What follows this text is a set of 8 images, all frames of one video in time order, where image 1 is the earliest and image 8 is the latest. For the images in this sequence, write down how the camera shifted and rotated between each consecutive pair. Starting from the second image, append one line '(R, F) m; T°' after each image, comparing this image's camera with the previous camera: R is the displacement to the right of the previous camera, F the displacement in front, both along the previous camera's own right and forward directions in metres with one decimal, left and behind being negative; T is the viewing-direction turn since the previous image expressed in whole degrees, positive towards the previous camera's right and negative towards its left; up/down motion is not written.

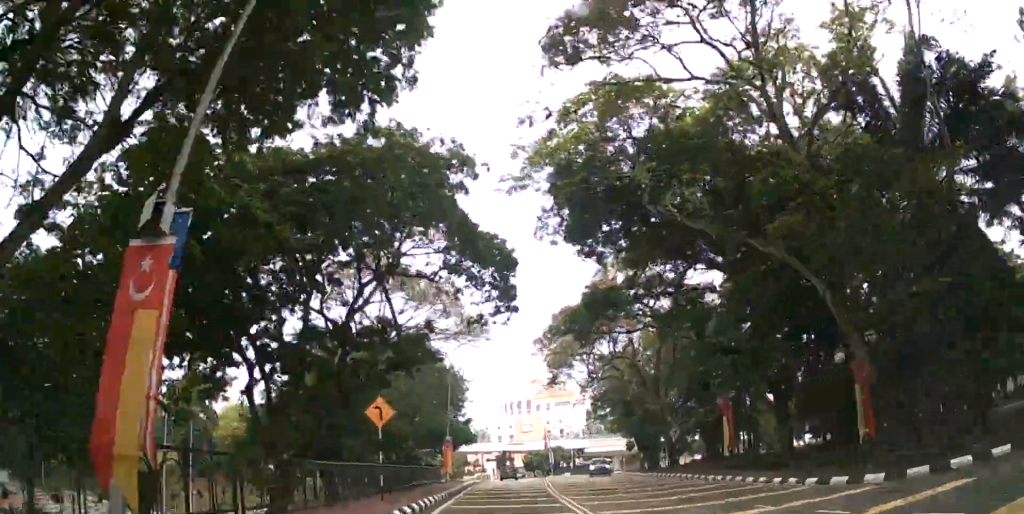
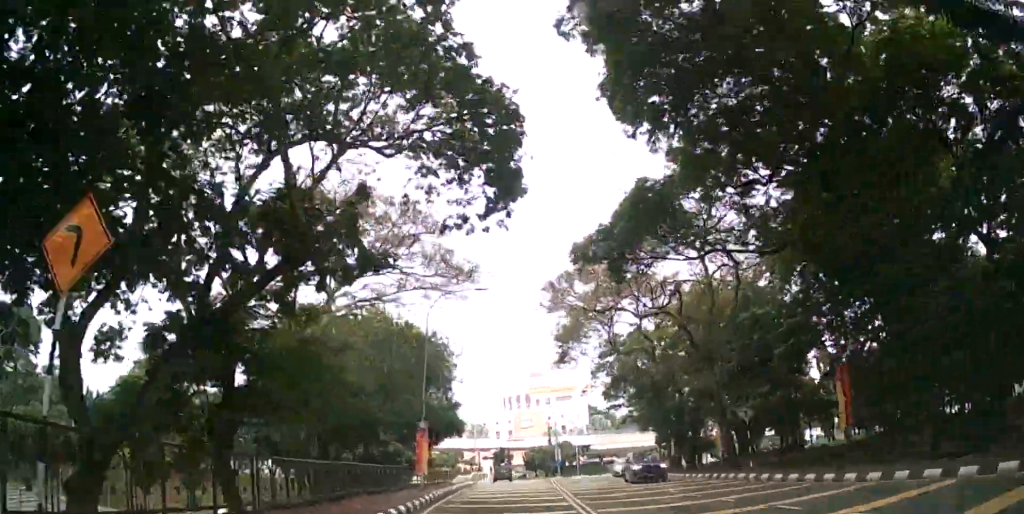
(0.0, +10.0) m; 0°
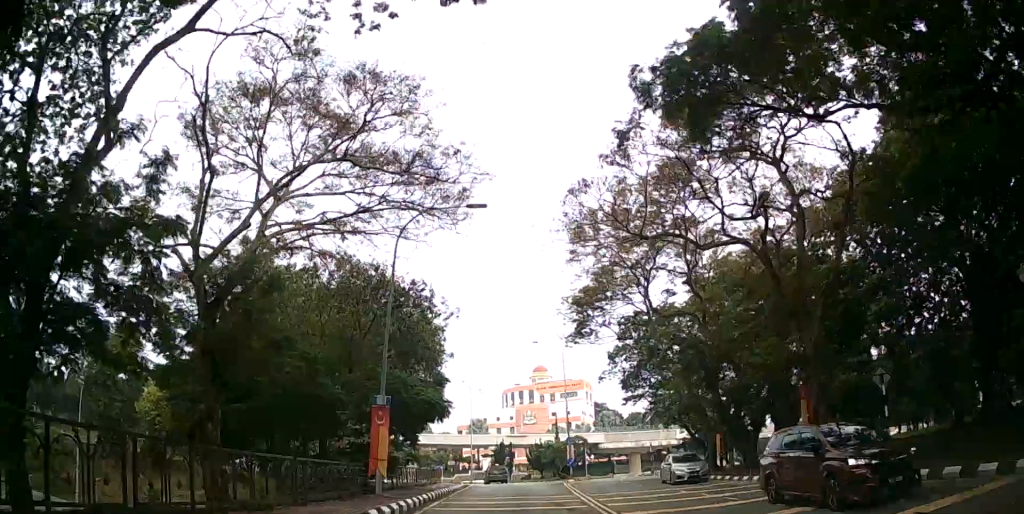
(0.0, +8.7) m; -1°
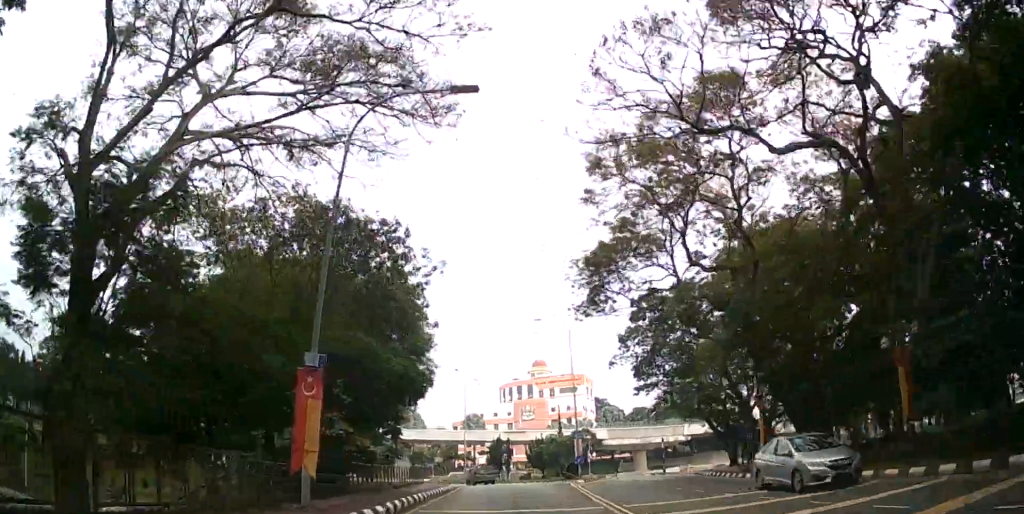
(-0.1, +6.7) m; 0°
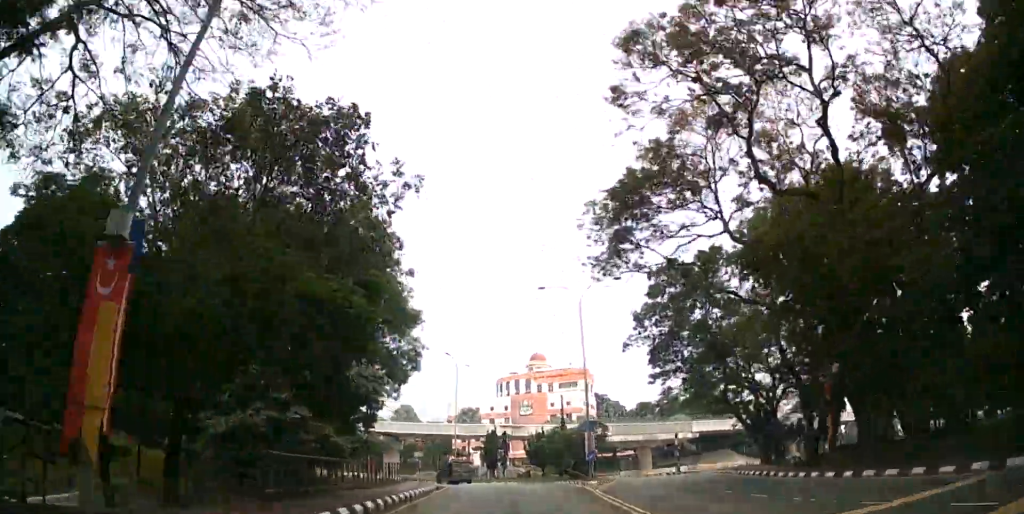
(-0.1, +7.2) m; 0°
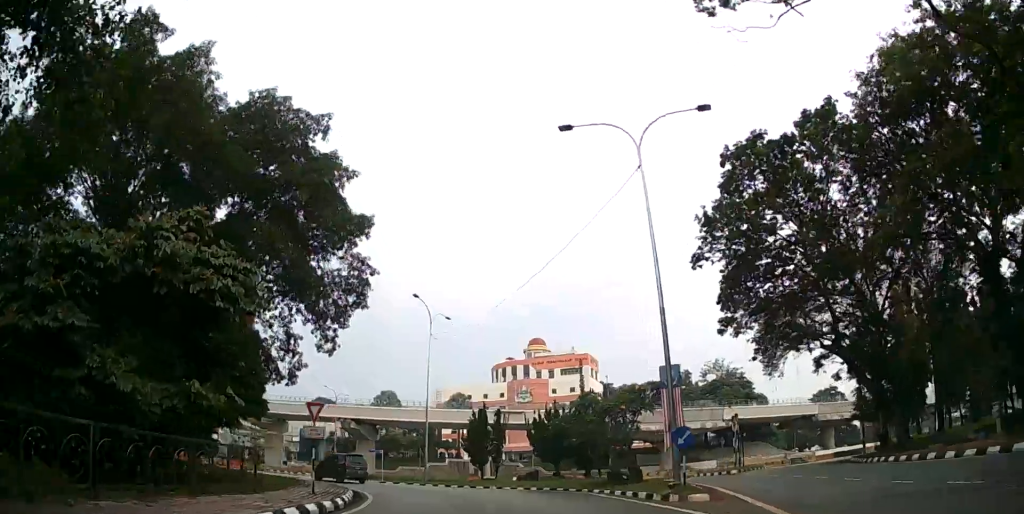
(+0.2, +17.3) m; +1°
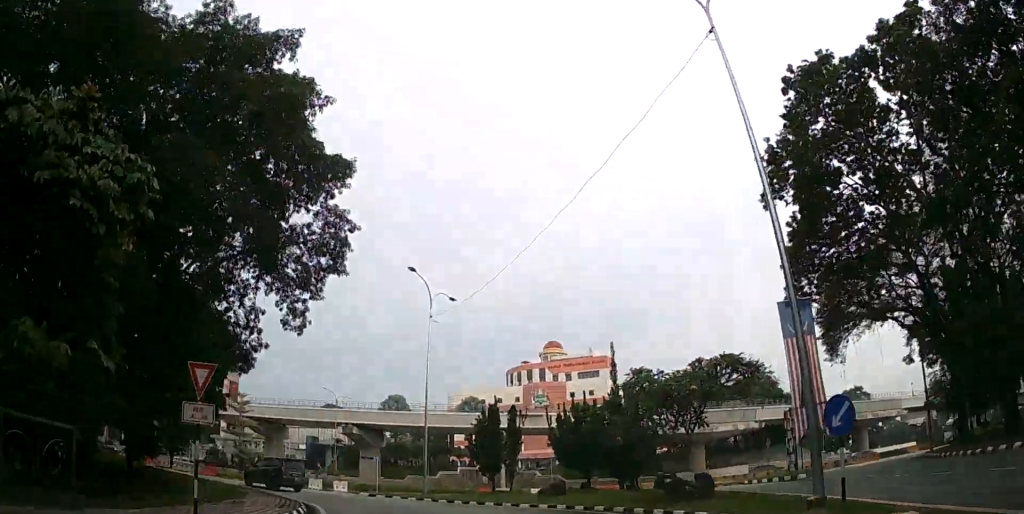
(0.0, +7.0) m; -2°
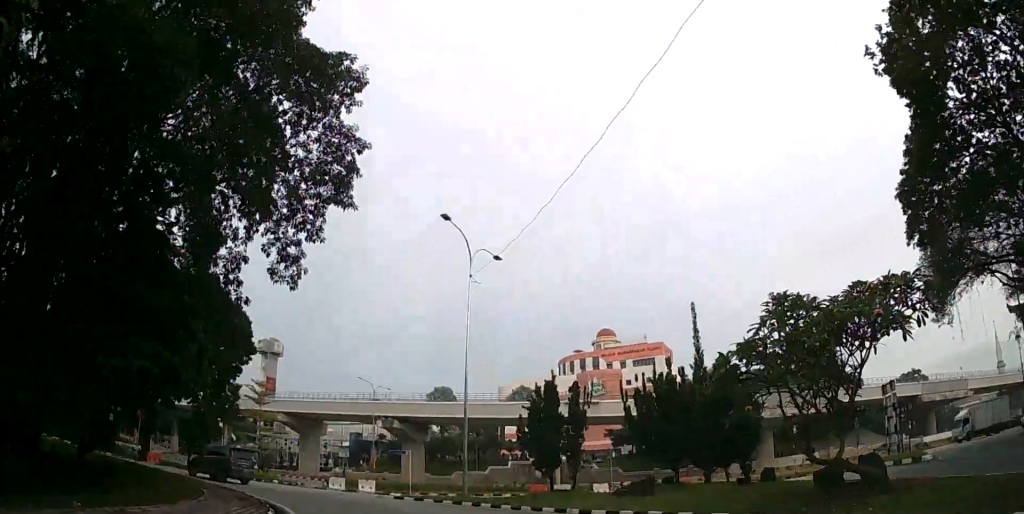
(+0.1, +6.7) m; -4°
